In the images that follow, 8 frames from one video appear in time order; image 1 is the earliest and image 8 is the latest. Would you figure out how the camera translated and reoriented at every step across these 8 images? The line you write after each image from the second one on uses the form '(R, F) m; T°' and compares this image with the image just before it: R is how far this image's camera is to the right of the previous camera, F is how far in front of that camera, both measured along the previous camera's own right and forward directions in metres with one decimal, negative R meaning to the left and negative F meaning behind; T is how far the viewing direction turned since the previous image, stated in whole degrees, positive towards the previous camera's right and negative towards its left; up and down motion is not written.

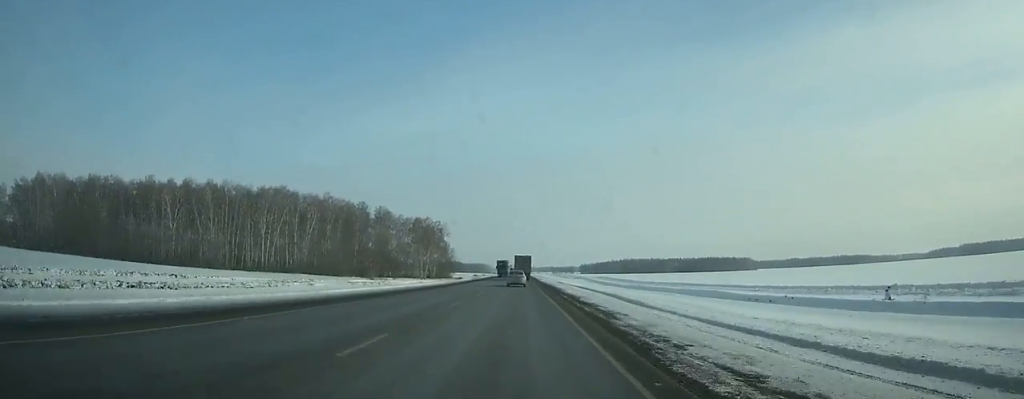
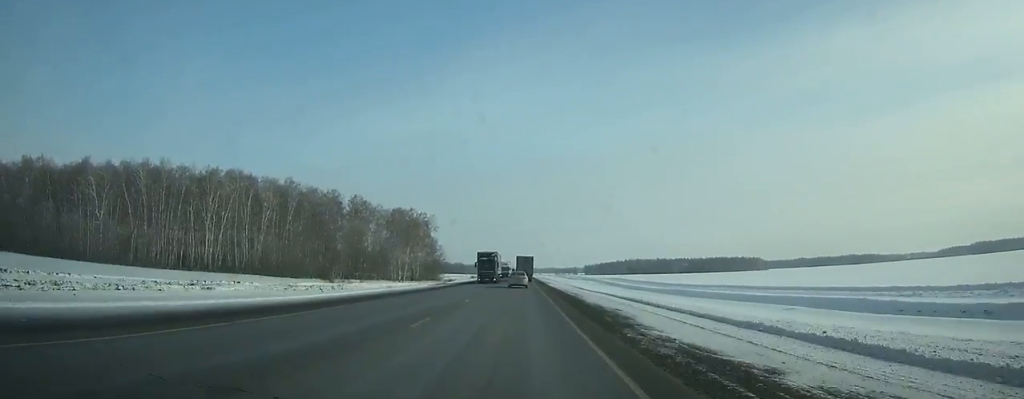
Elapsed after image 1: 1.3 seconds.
(0.0, +28.6) m; 0°
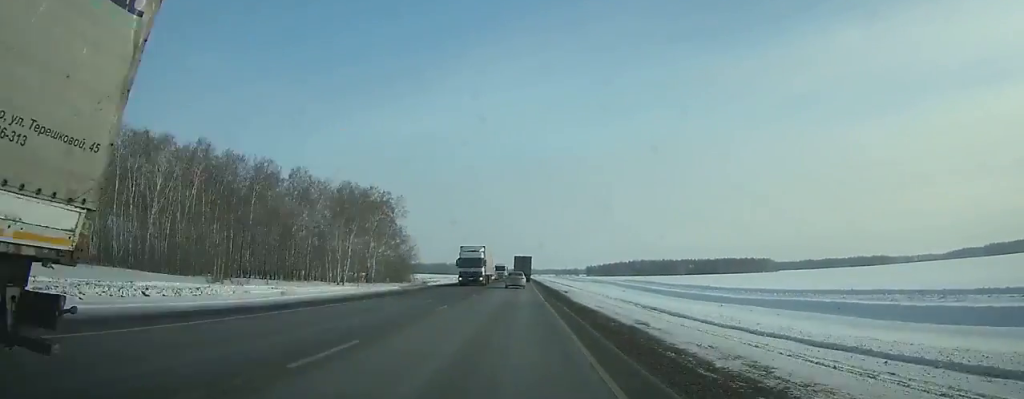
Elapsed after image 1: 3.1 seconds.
(0.0, +40.6) m; 0°
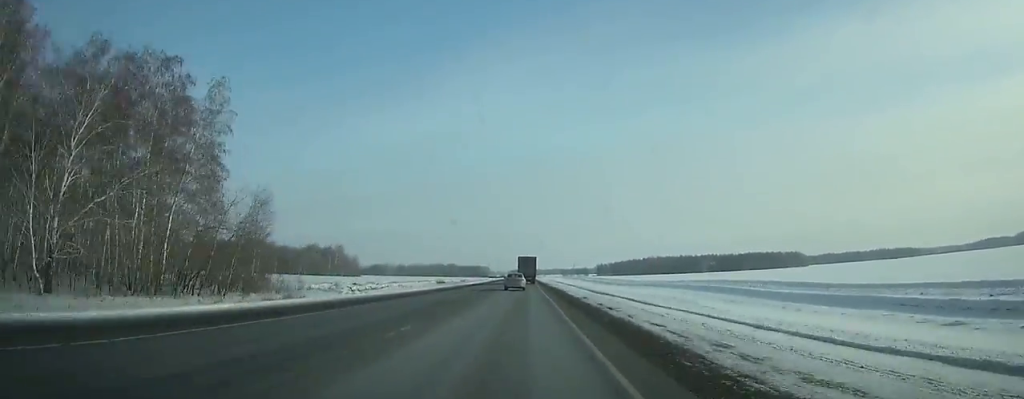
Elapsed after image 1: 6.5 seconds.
(0.0, +78.1) m; 0°
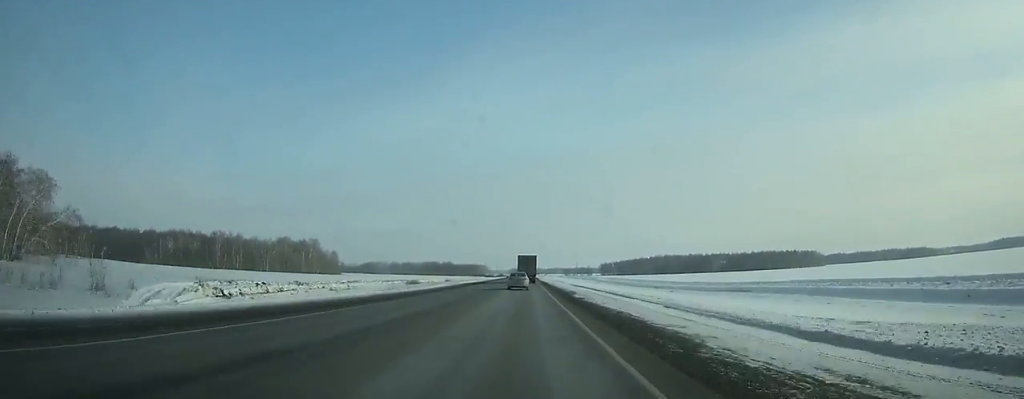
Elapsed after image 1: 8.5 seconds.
(+0.1, +46.7) m; 0°
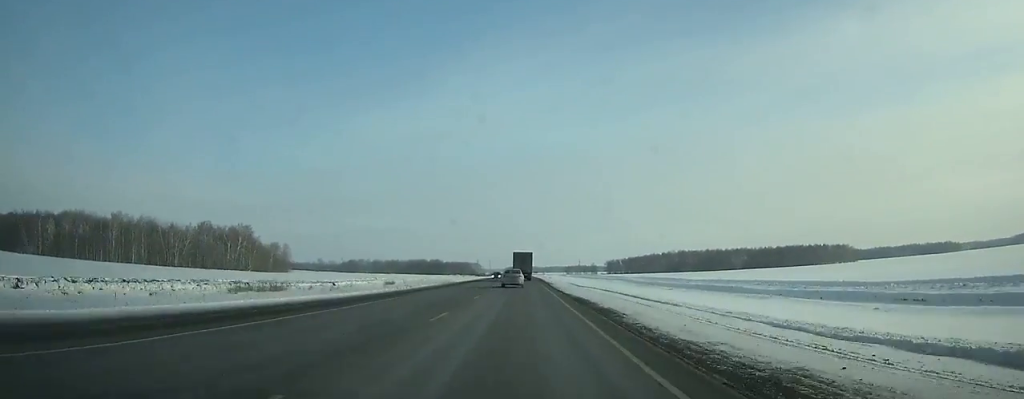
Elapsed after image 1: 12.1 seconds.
(+0.1, +85.4) m; 0°
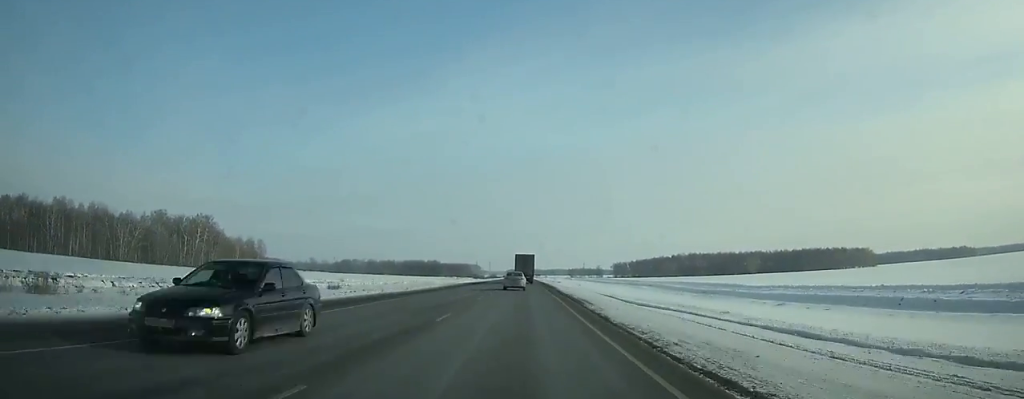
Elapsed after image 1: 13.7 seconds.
(0.0, +38.4) m; 0°
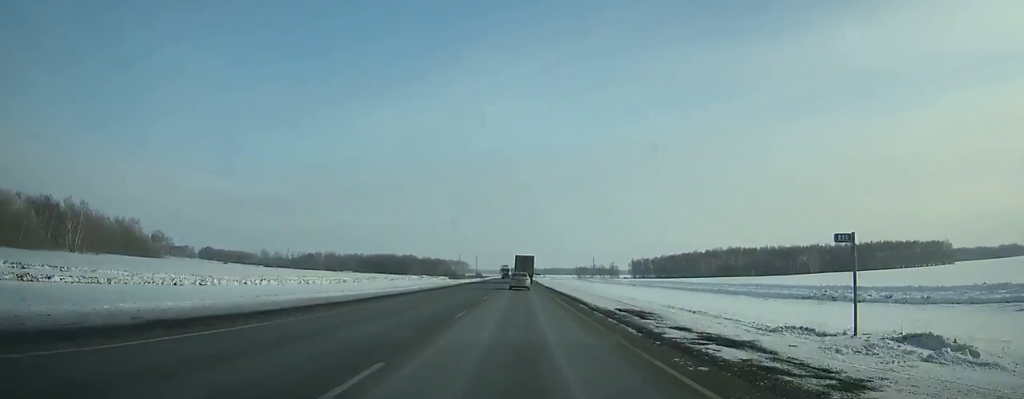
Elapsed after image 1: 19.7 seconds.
(+0.2, +139.8) m; 0°
